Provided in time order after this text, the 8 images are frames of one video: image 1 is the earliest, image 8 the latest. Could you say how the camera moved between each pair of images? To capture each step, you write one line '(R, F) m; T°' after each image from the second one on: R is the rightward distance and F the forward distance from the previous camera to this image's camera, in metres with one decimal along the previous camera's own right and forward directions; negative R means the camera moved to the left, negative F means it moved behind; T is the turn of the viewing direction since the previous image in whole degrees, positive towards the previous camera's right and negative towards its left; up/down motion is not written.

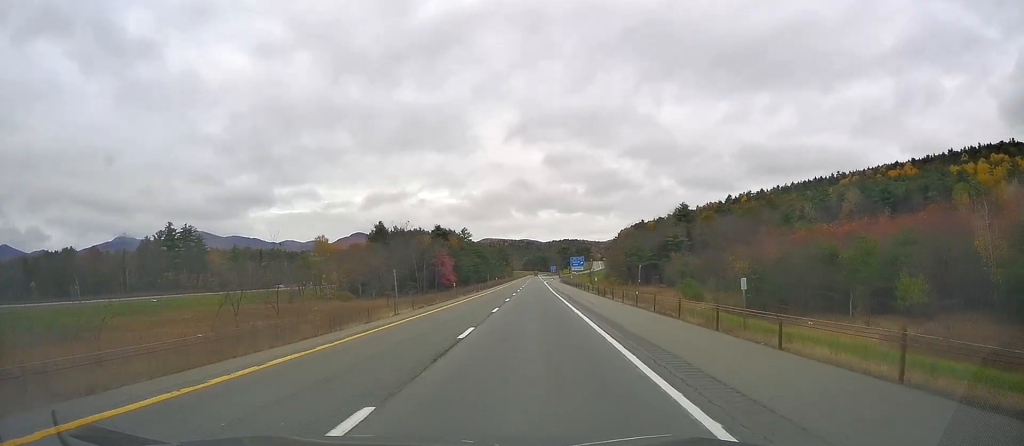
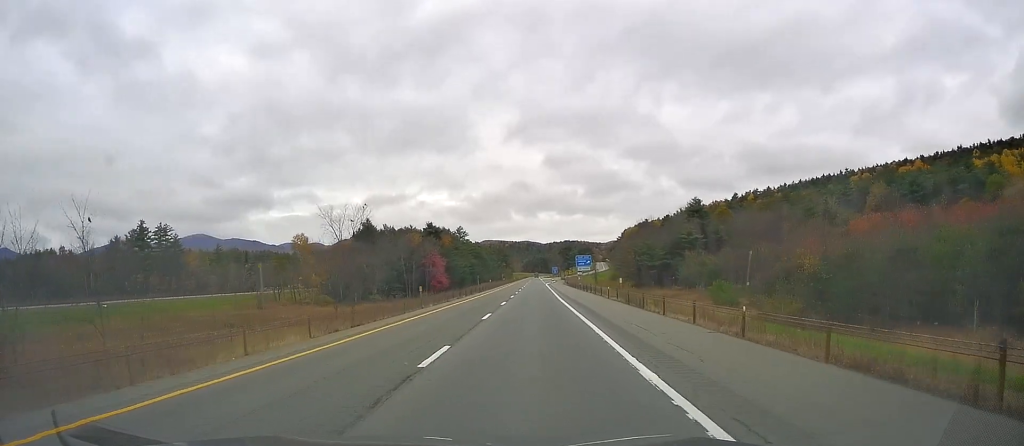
(-0.1, +16.9) m; 0°
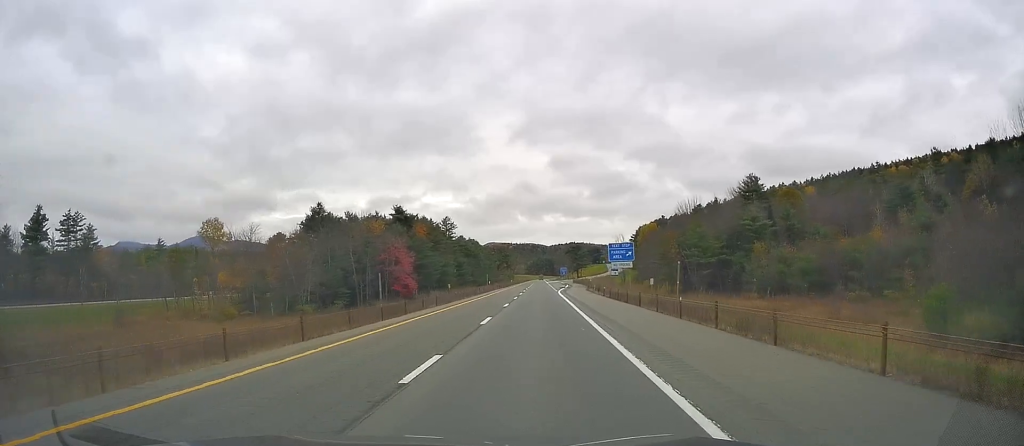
(+0.5, +49.9) m; +2°
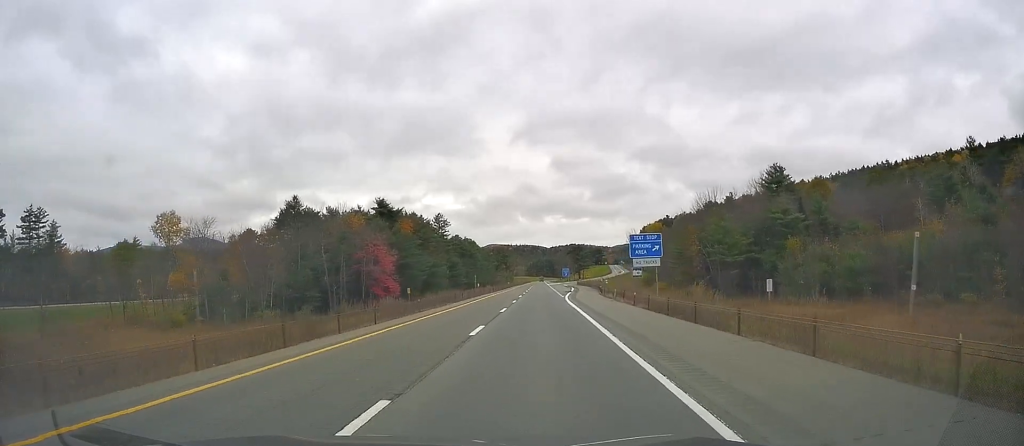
(+0.2, +16.4) m; 0°
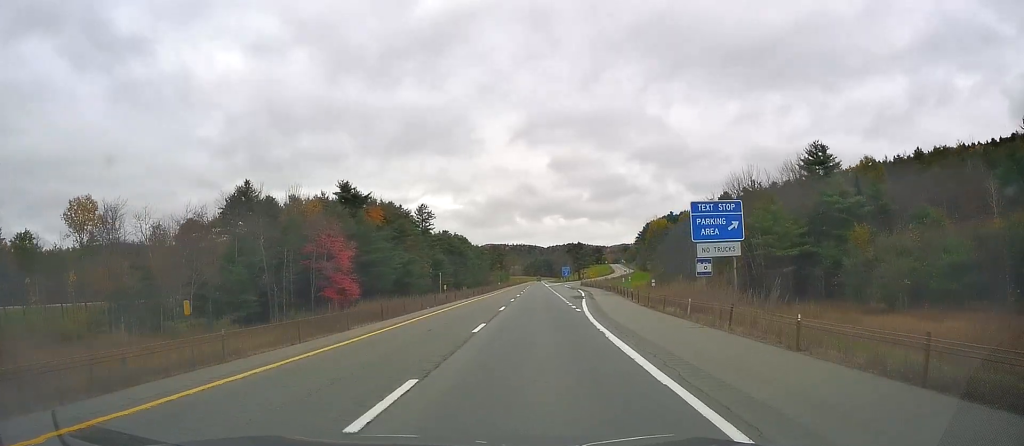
(-0.1, +23.3) m; -1°
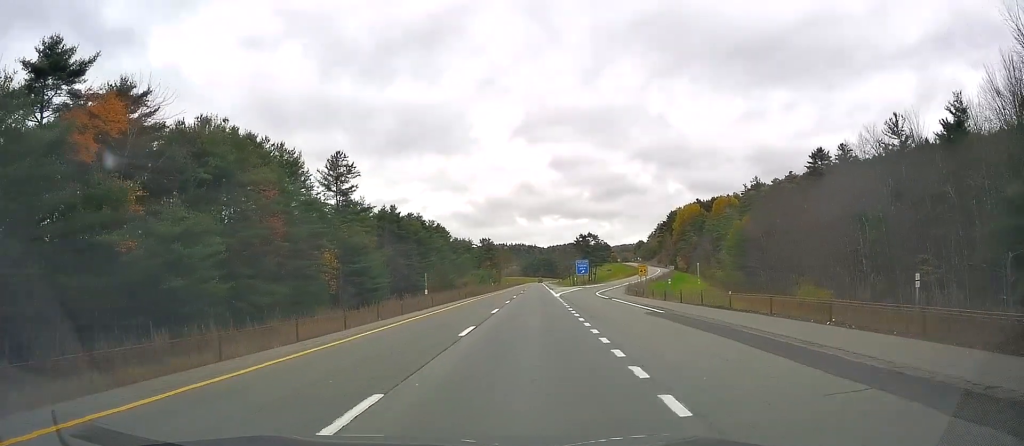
(-0.4, +73.6) m; 0°
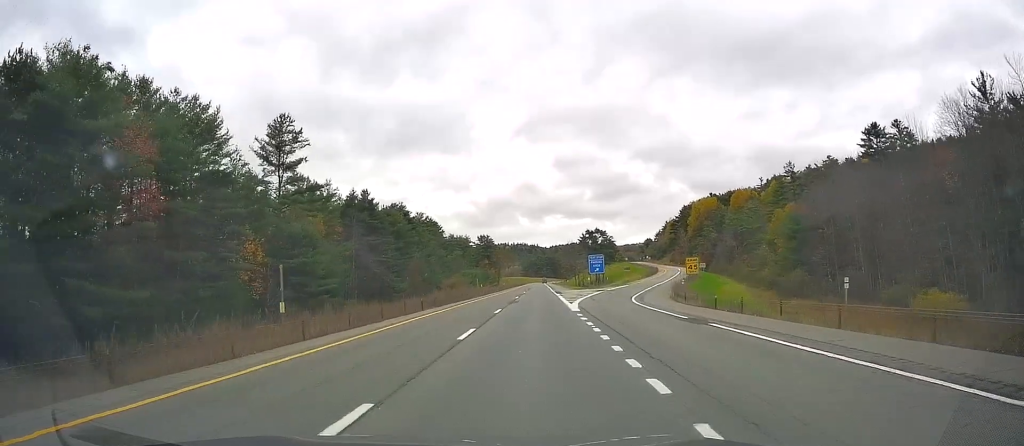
(-0.2, +24.2) m; 0°
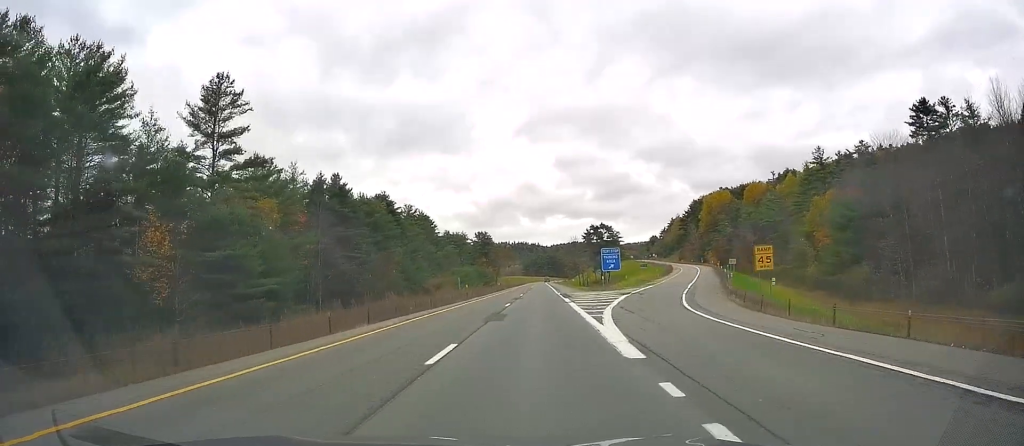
(+0.1, +17.3) m; 0°
